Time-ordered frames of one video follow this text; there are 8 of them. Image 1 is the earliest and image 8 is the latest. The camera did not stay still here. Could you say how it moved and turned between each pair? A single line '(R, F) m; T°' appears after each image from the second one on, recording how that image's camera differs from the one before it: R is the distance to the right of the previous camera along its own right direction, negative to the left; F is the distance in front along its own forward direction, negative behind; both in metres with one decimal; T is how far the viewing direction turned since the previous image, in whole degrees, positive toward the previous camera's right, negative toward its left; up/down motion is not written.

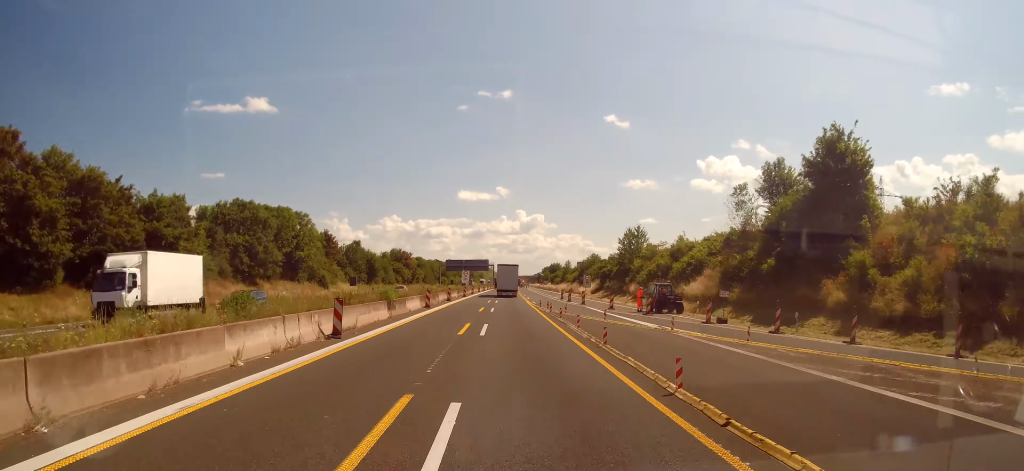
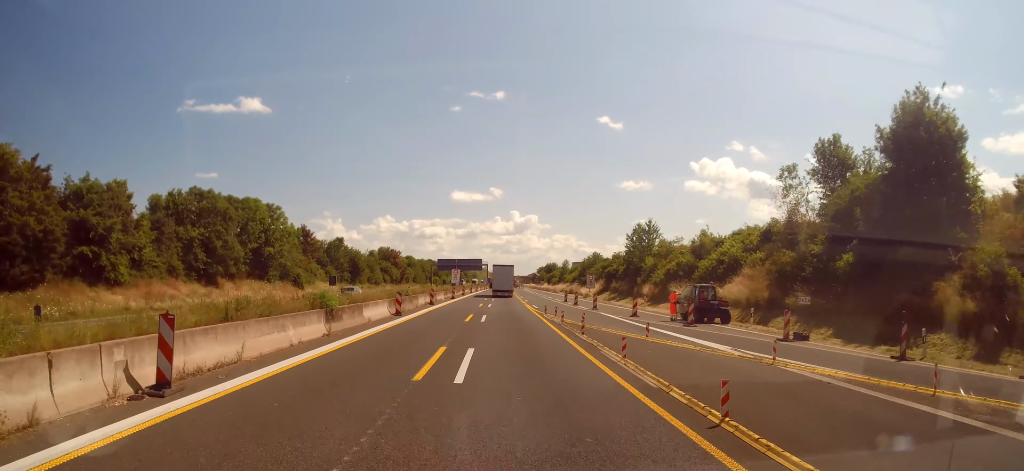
(+0.1, +10.3) m; +1°
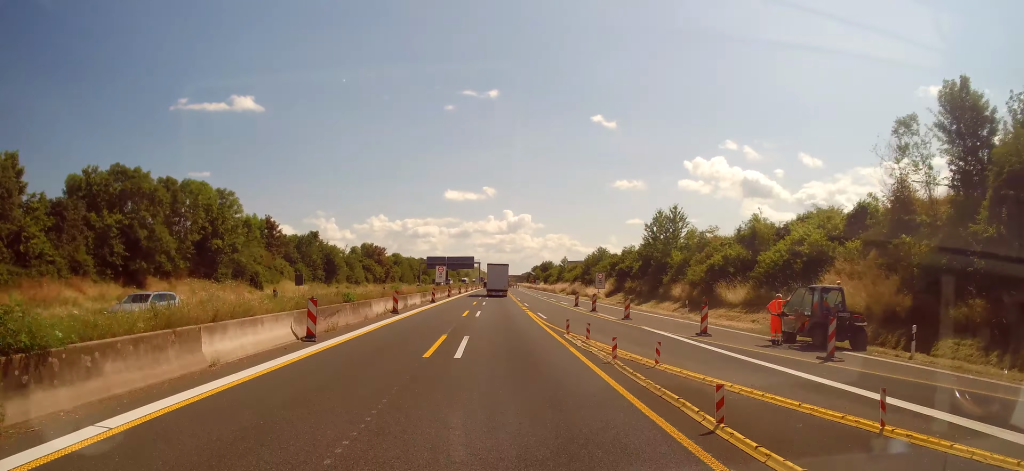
(+0.1, +14.8) m; +1°
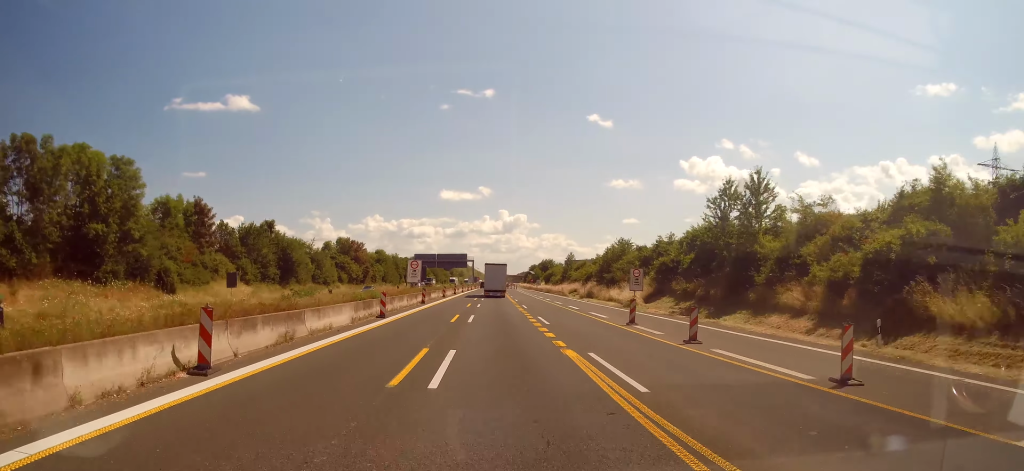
(+0.1, +22.1) m; 0°
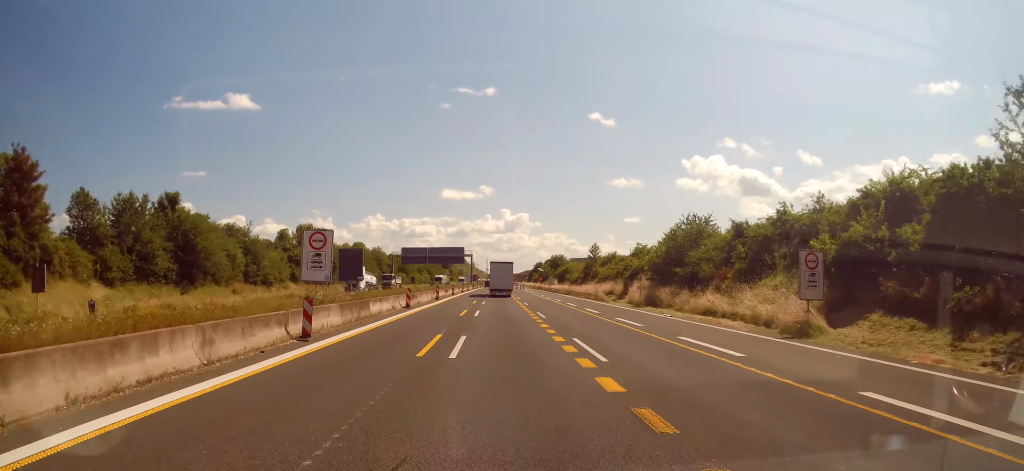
(0.0, +30.8) m; +1°
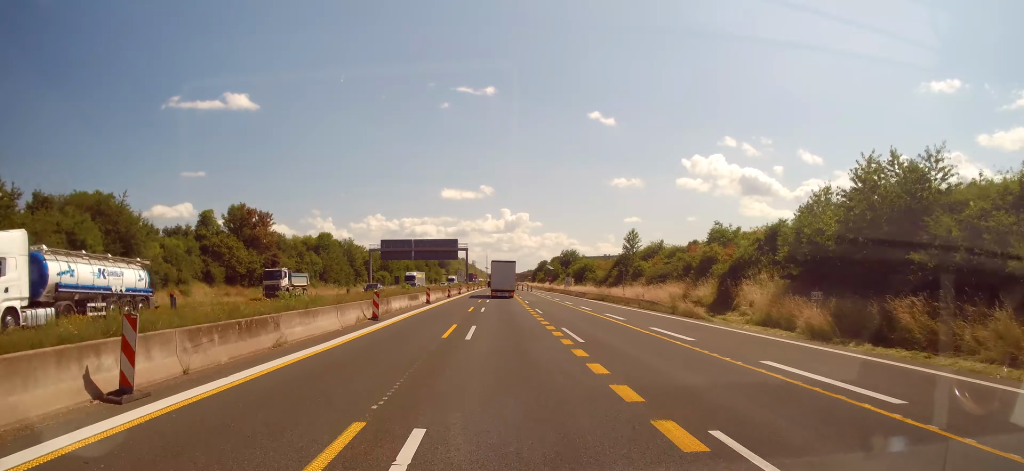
(-0.1, +30.4) m; 0°
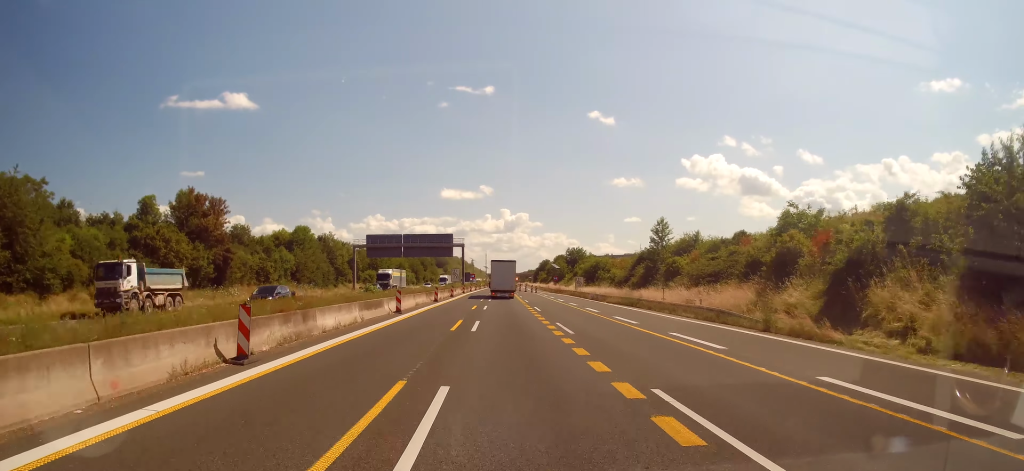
(0.0, +14.6) m; 0°
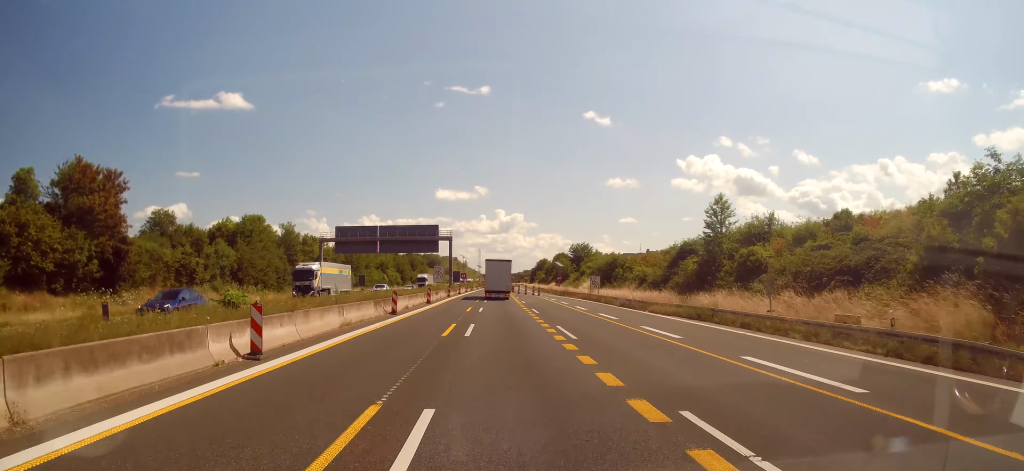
(-0.1, +20.4) m; 0°
